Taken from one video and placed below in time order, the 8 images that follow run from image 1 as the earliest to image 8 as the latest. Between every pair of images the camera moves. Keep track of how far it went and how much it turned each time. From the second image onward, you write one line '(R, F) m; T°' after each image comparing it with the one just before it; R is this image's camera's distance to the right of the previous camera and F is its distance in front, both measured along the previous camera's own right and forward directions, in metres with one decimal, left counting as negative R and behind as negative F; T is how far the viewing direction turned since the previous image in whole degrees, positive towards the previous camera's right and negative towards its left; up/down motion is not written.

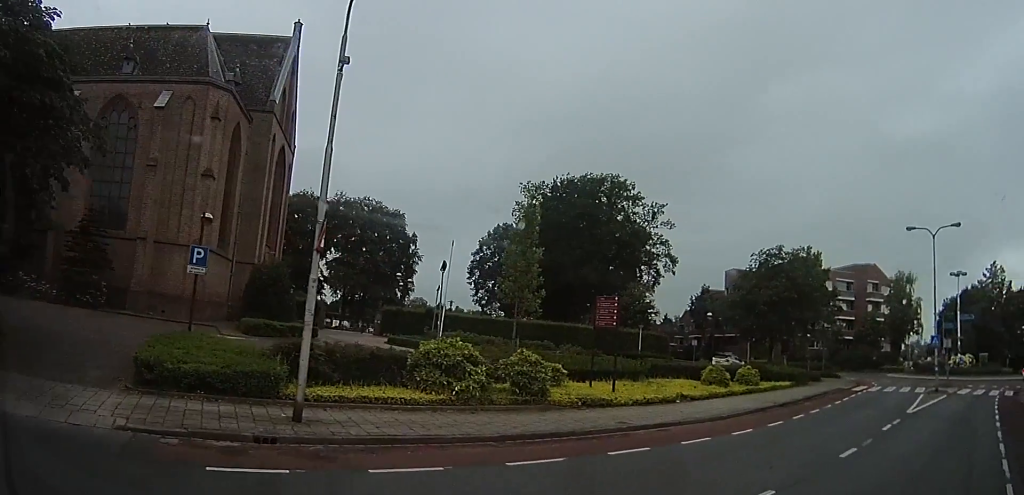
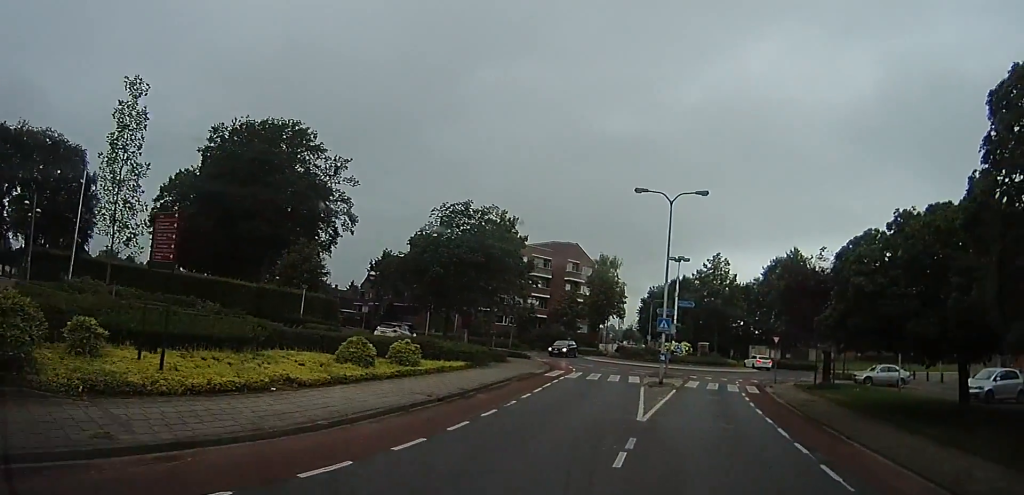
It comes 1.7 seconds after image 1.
(+0.8, +6.0) m; +26°
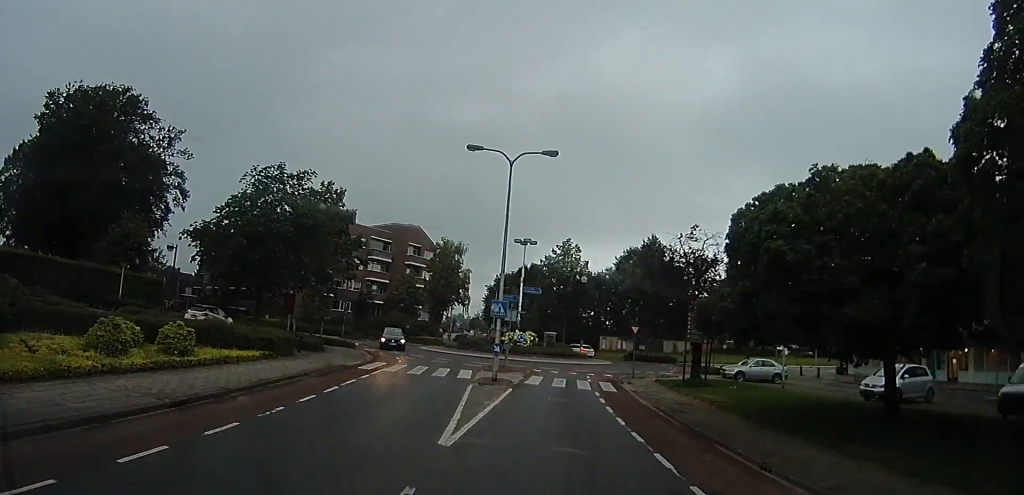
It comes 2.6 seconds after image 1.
(+0.9, +3.9) m; +13°
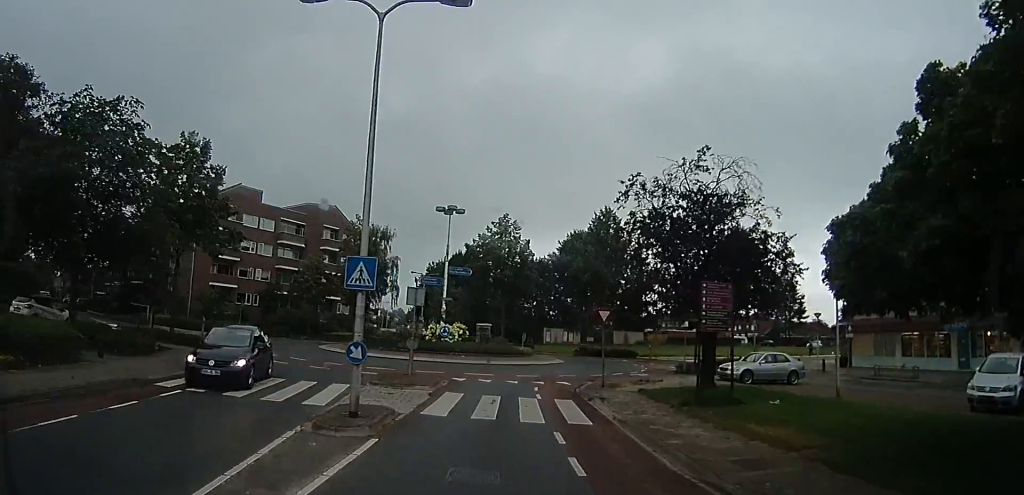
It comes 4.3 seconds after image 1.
(+0.1, +8.8) m; +9°
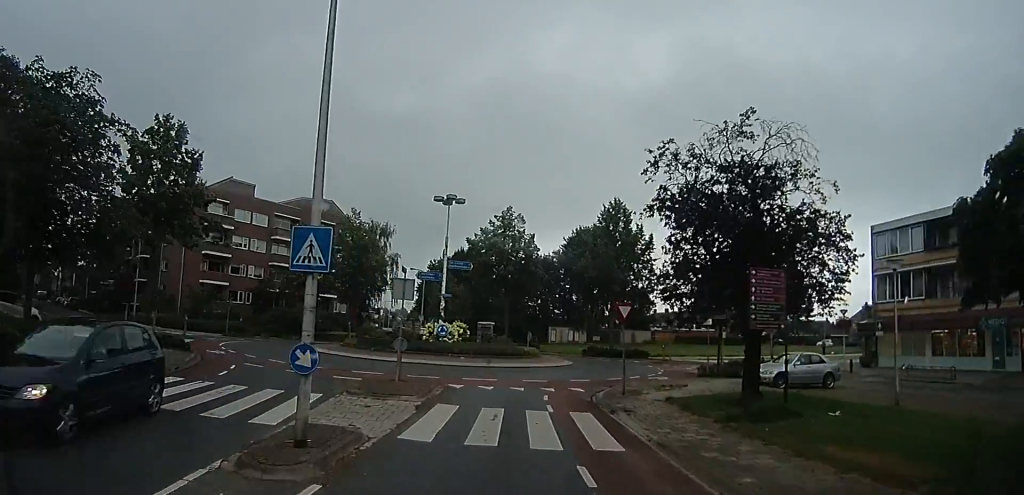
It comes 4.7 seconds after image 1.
(+0.2, +2.5) m; +2°
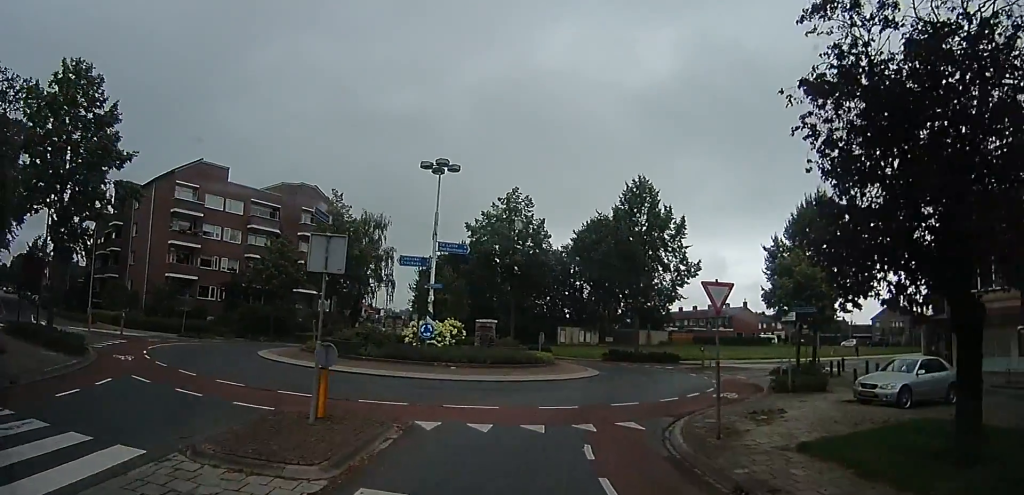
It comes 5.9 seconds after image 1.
(+0.3, +6.6) m; -4°
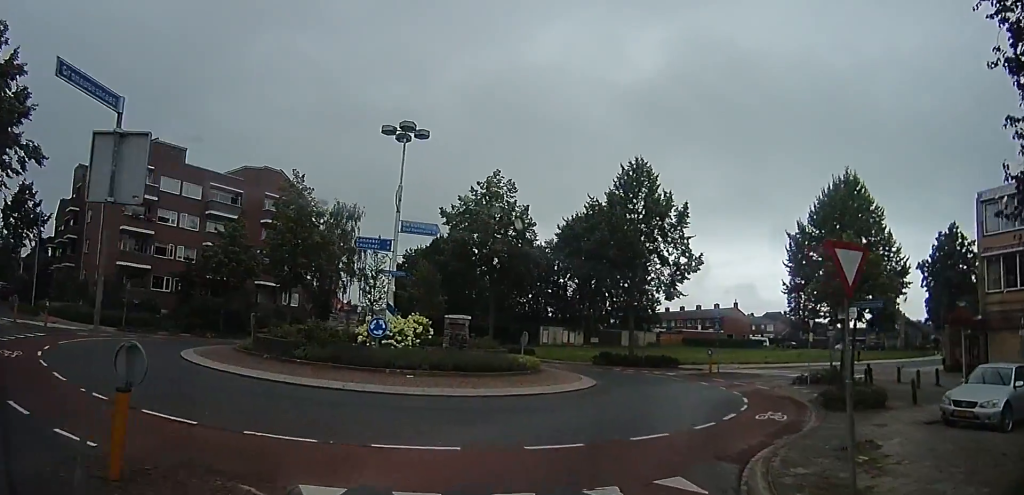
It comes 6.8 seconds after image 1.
(-0.3, +4.2) m; -4°
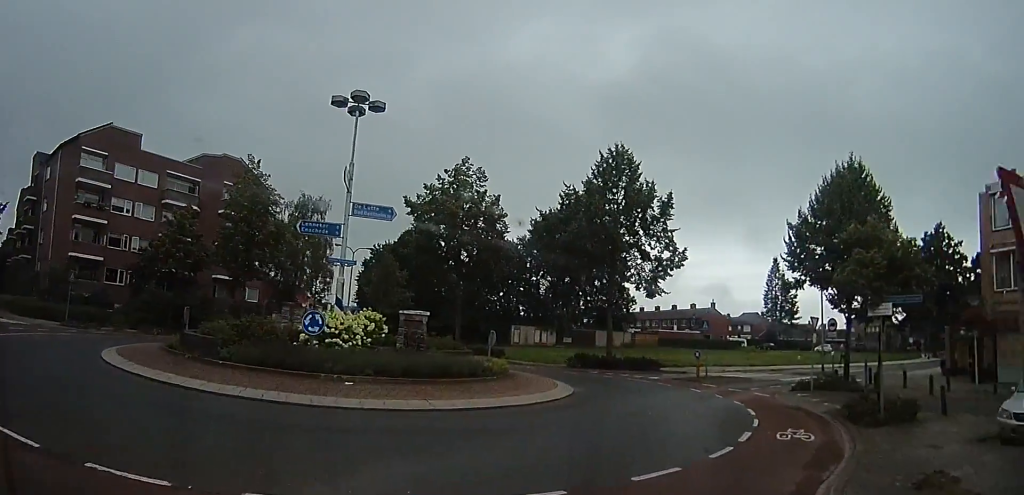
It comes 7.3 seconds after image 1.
(-0.2, +2.5) m; +2°
